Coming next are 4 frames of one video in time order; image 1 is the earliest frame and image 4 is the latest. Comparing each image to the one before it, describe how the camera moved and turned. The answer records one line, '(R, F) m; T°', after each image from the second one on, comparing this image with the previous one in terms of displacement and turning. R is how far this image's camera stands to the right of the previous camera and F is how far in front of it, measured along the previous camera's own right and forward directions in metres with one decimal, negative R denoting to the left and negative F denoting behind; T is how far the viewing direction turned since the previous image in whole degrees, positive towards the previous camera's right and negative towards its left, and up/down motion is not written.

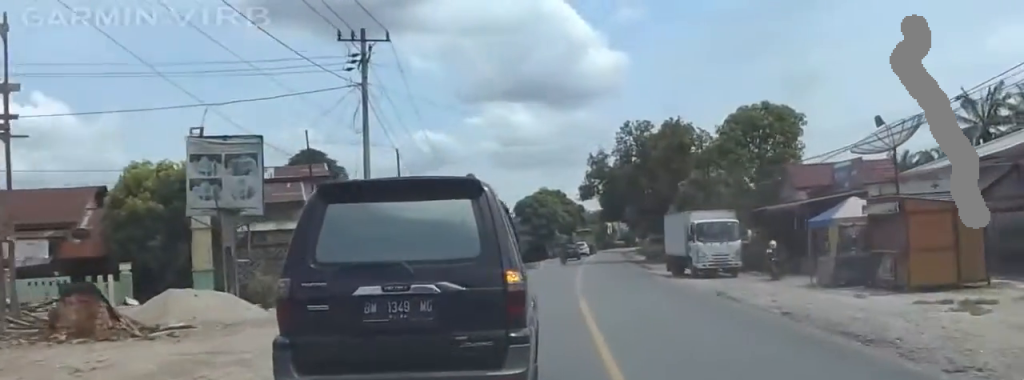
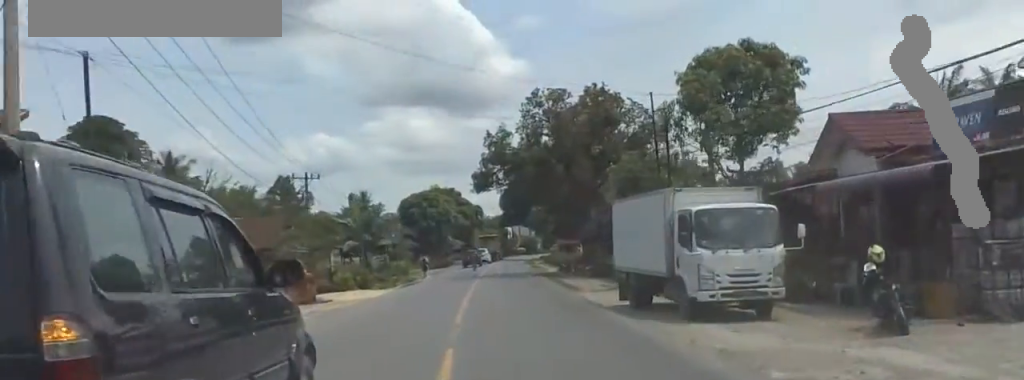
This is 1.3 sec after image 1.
(0.0, +18.3) m; 0°
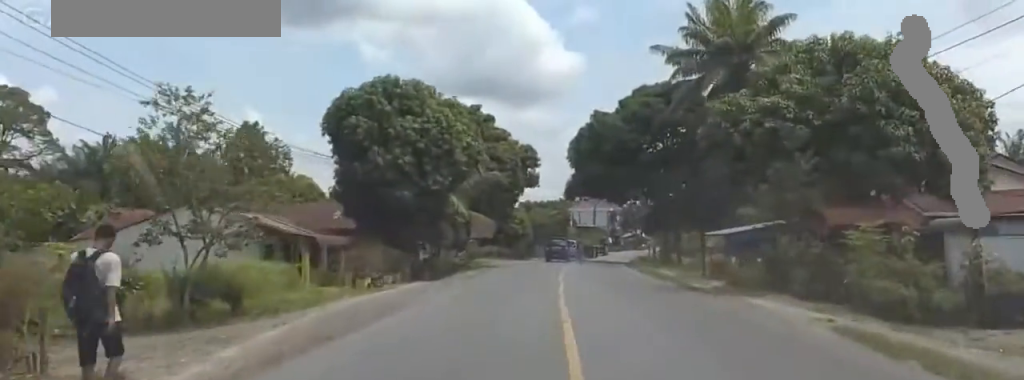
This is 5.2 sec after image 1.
(+4.2, +58.0) m; +1°
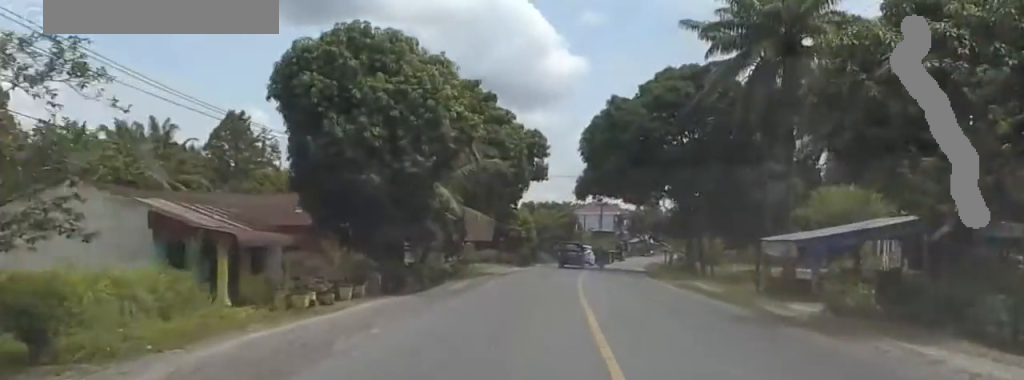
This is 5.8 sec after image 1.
(-0.1, +9.1) m; +1°
